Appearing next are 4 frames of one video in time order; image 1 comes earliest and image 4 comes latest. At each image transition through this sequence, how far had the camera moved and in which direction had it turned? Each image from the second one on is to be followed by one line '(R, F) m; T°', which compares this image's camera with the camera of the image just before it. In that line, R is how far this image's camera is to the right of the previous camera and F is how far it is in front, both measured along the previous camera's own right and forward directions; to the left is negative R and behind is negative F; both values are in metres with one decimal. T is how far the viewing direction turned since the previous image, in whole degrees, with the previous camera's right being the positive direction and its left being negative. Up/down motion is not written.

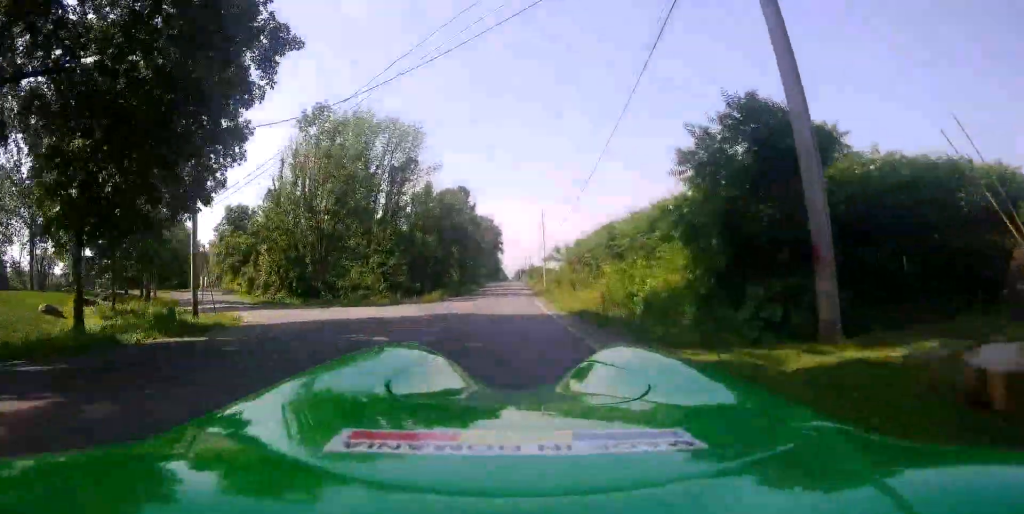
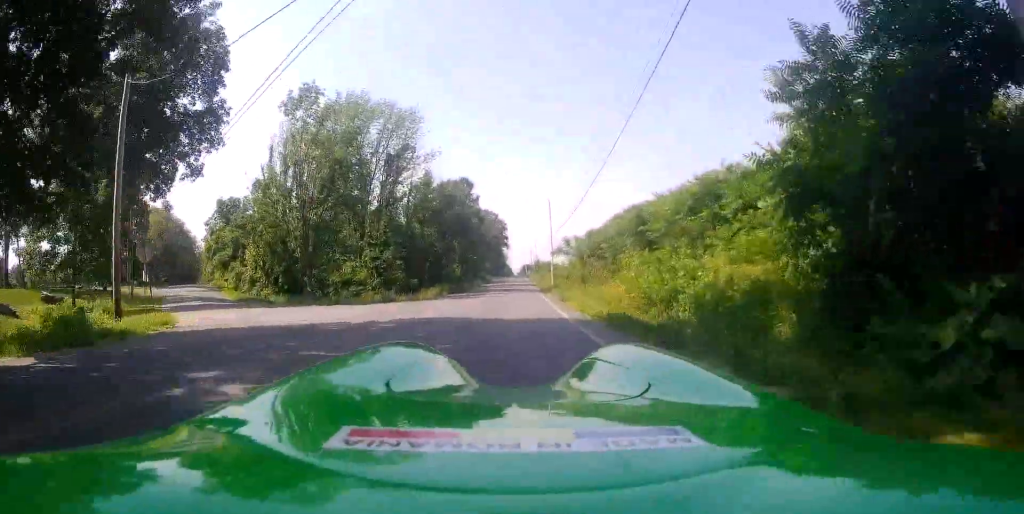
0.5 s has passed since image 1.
(-0.1, +4.7) m; +2°
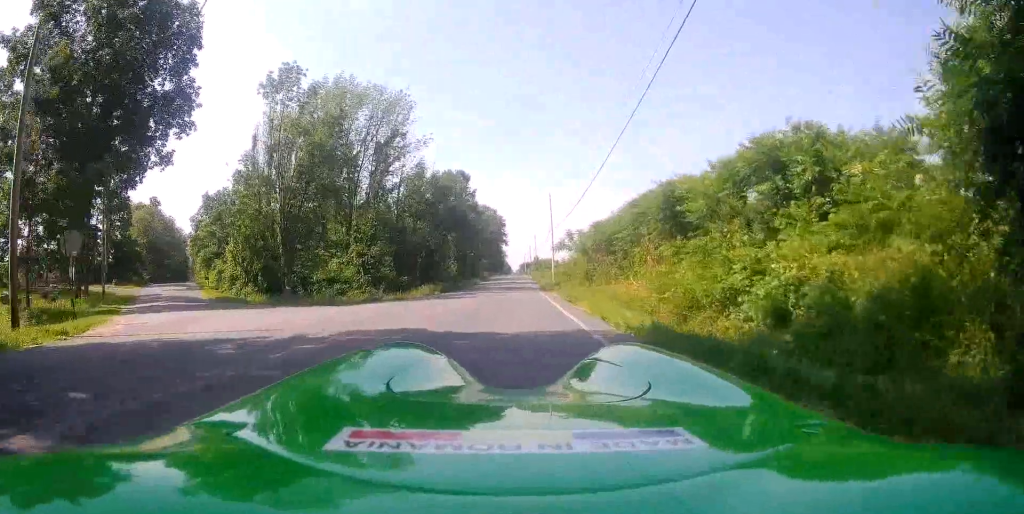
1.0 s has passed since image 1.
(+0.3, +4.3) m; +1°
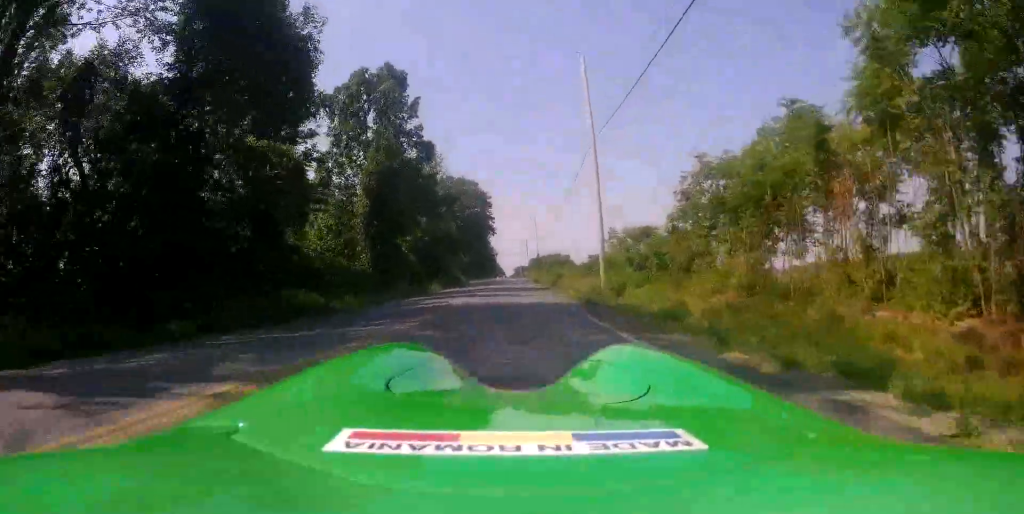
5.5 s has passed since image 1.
(+0.6, +45.5) m; +2°
